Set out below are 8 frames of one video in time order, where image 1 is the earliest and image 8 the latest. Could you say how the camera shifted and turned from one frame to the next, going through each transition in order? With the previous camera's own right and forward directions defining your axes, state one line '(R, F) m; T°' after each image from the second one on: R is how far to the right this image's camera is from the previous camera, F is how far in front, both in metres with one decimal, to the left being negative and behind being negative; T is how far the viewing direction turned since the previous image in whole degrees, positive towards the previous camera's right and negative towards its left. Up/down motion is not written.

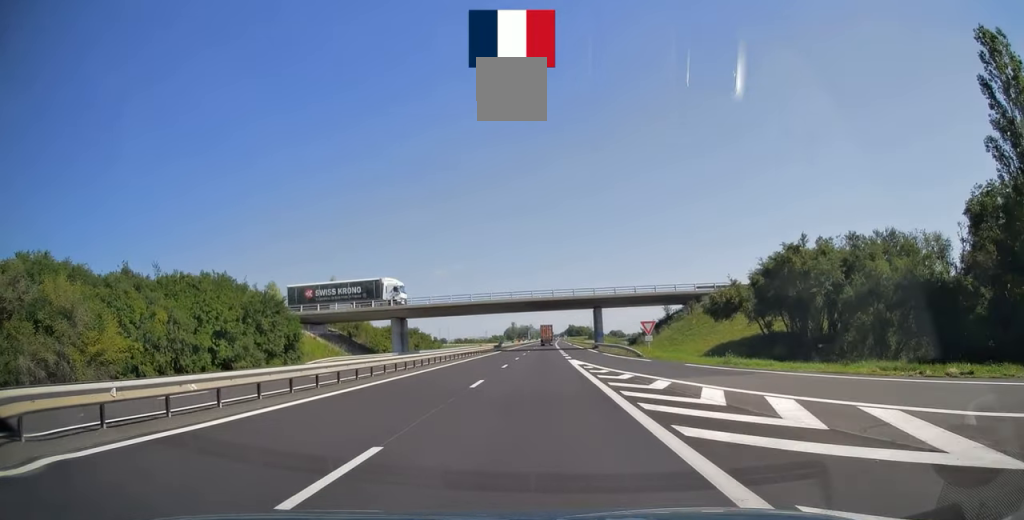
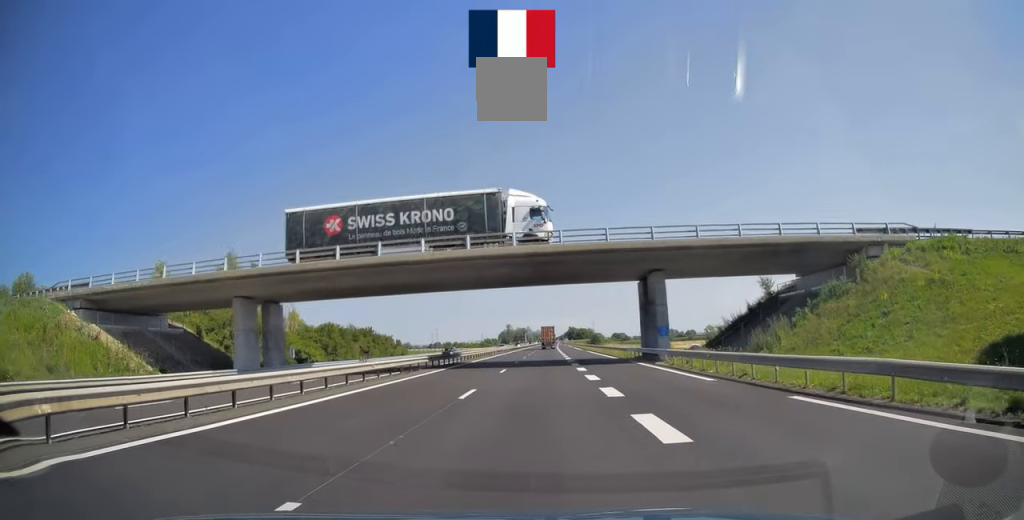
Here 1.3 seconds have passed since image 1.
(0.0, +41.3) m; 0°
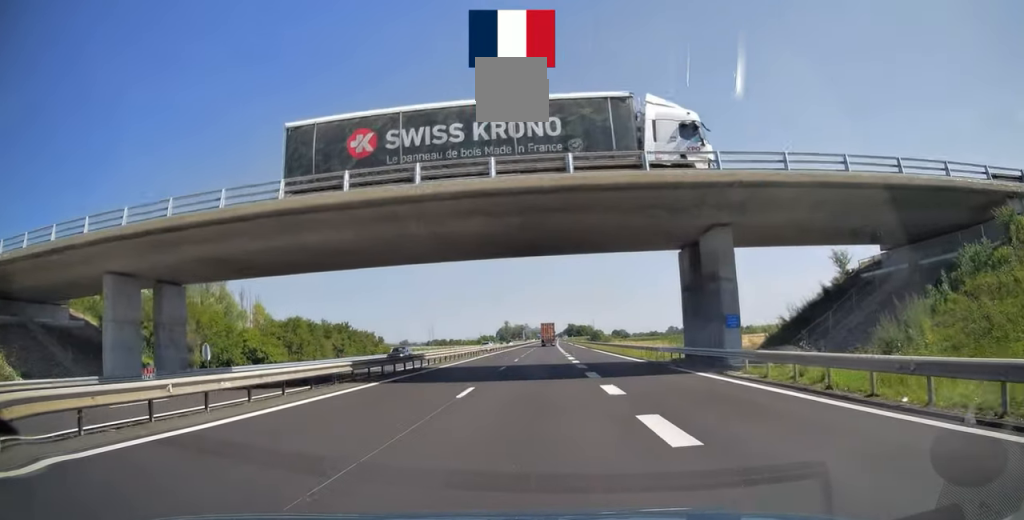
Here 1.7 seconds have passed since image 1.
(+0.1, +13.2) m; 0°
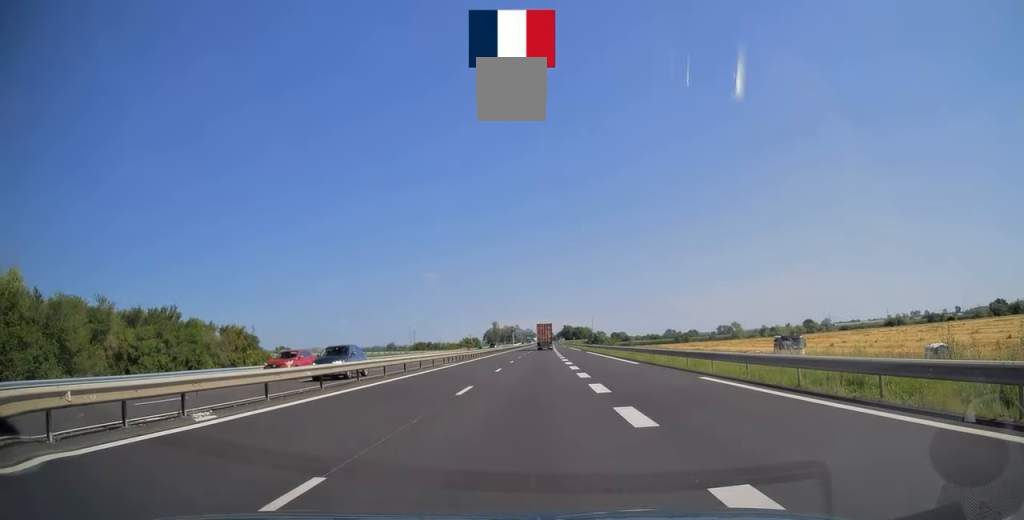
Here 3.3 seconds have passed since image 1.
(+0.3, +50.3) m; +1°
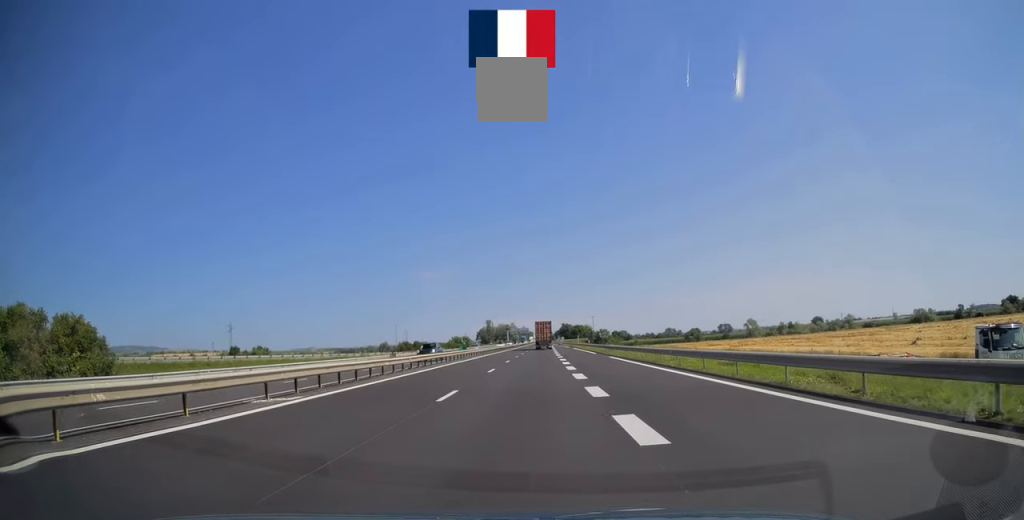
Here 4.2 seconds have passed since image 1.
(+0.2, +27.6) m; 0°
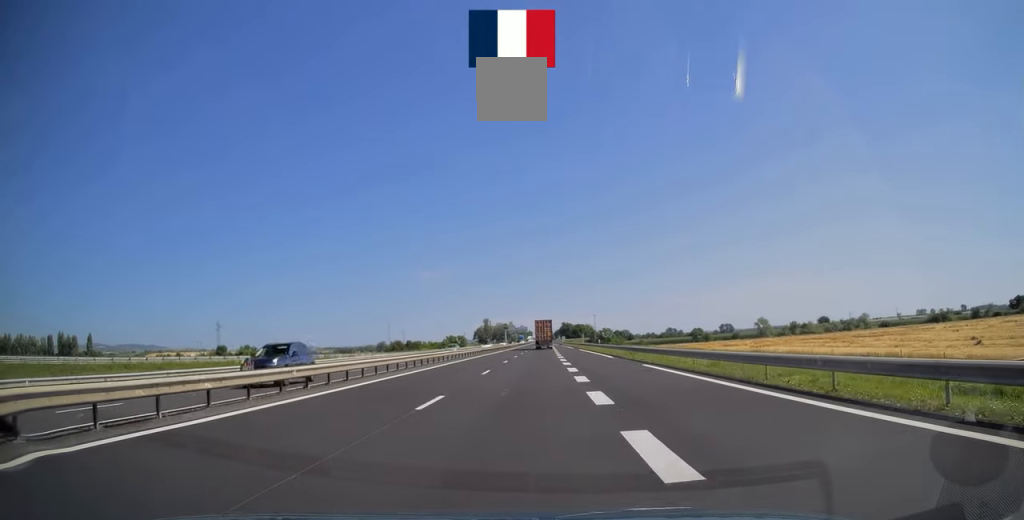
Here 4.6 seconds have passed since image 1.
(-0.1, +14.9) m; 0°
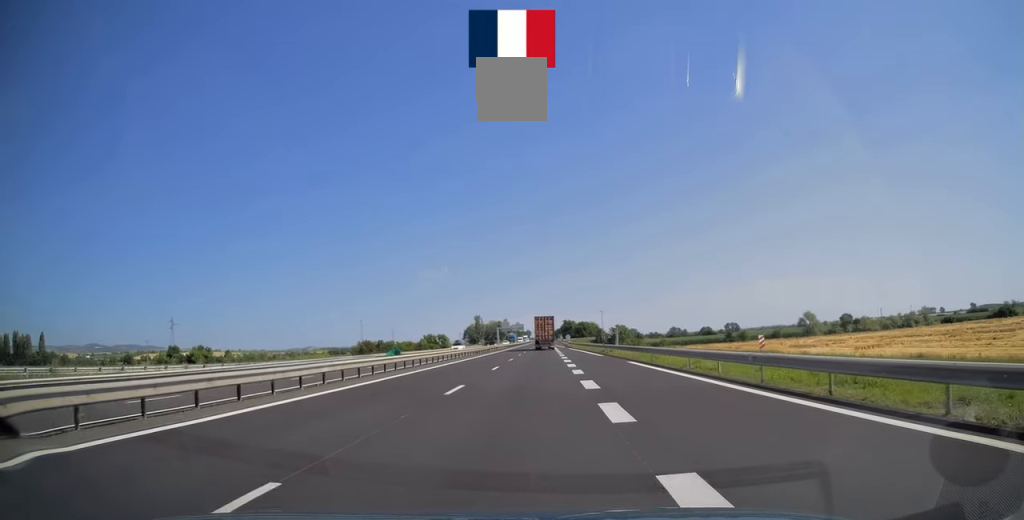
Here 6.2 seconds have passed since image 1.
(-0.1, +48.8) m; 0°
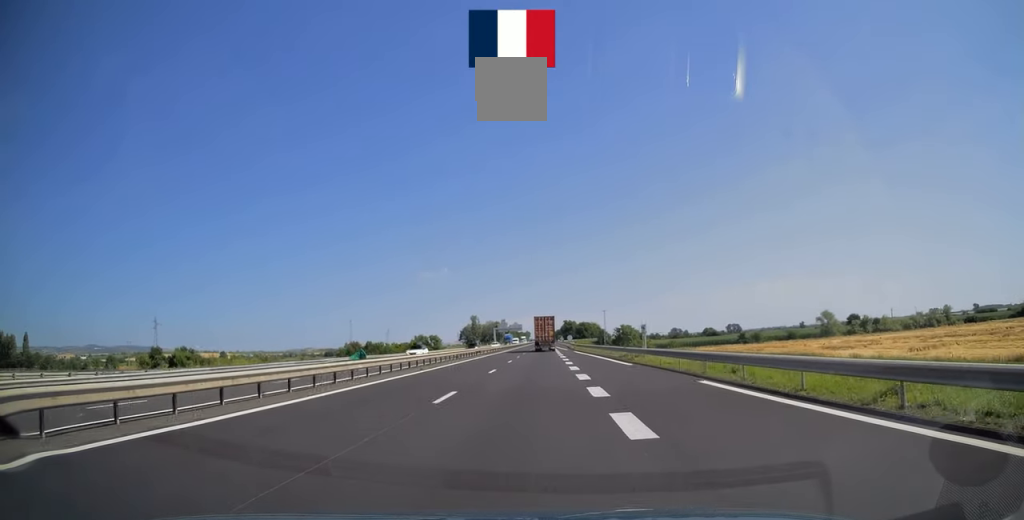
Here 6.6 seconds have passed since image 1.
(0.0, +15.0) m; 0°
